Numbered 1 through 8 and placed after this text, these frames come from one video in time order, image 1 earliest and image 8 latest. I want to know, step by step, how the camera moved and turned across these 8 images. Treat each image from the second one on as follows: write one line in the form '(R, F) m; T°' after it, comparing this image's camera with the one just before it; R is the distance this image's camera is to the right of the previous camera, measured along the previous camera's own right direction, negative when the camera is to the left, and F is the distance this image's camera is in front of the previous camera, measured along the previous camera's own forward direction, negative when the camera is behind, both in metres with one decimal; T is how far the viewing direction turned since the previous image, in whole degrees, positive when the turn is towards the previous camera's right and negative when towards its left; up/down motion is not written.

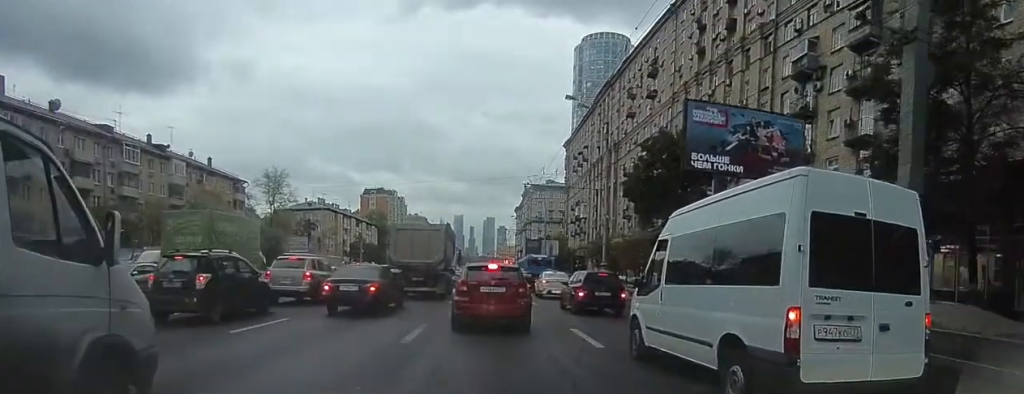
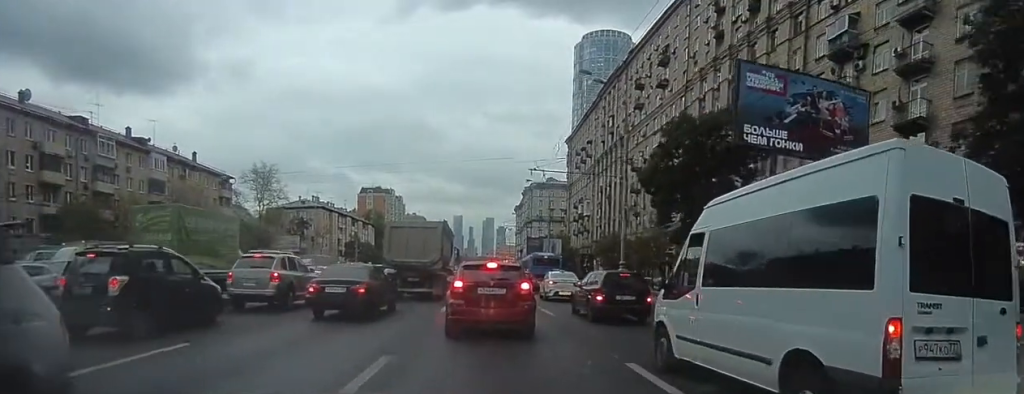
(0.0, +5.2) m; +1°
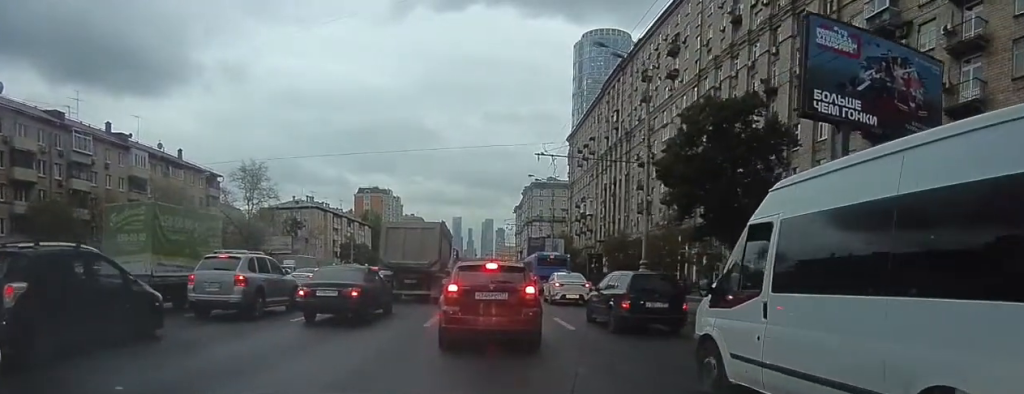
(+0.1, +7.4) m; +1°
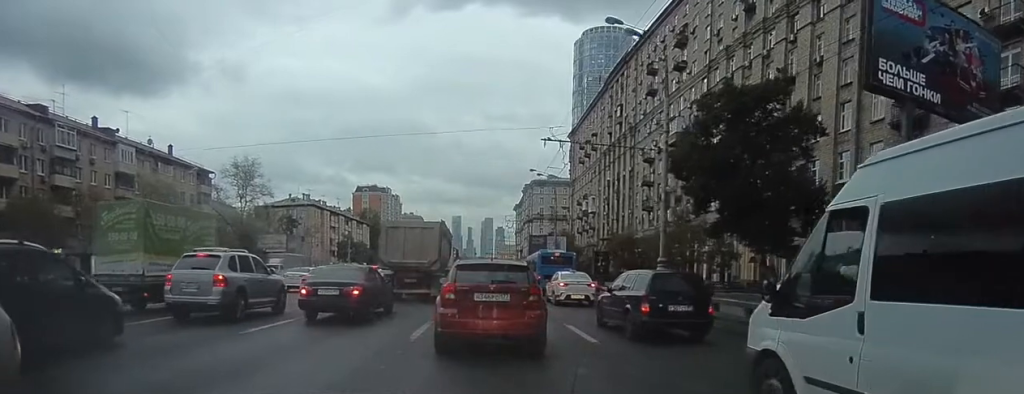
(0.0, +8.0) m; 0°
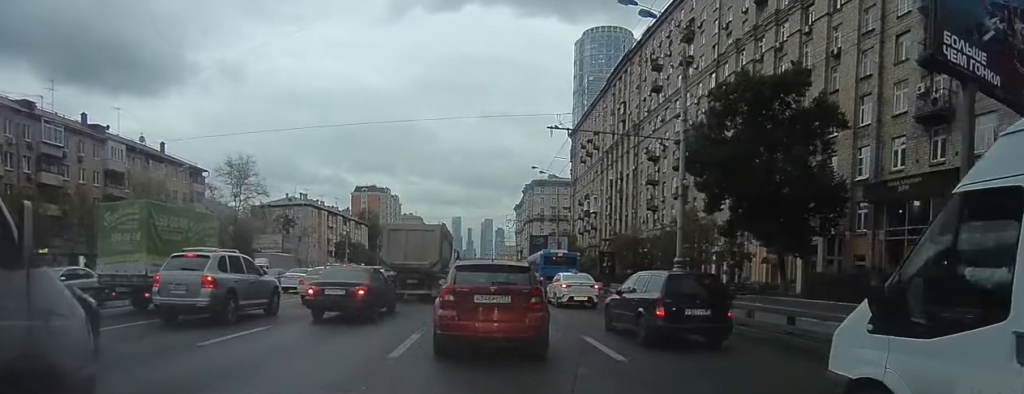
(0.0, +9.7) m; 0°
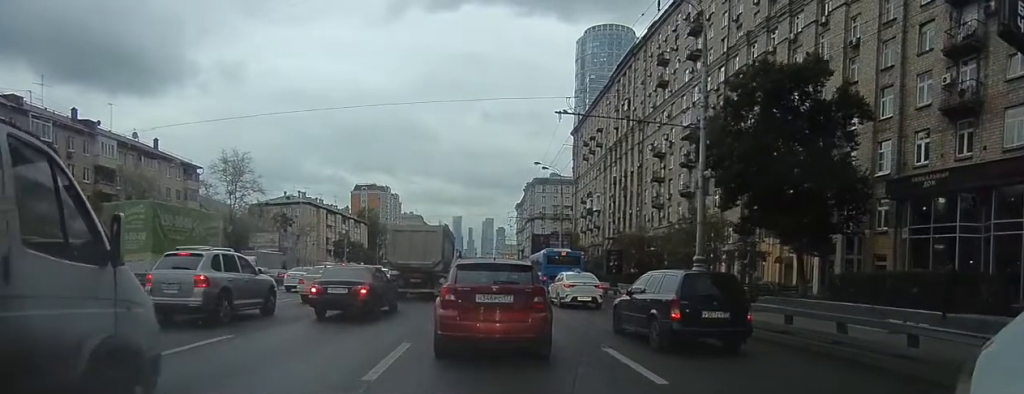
(0.0, +12.1) m; 0°
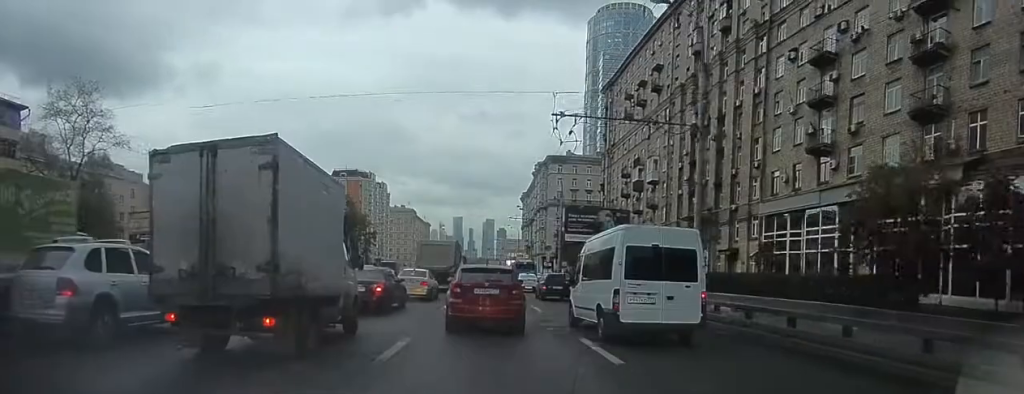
(0.0, +5.0) m; +1°
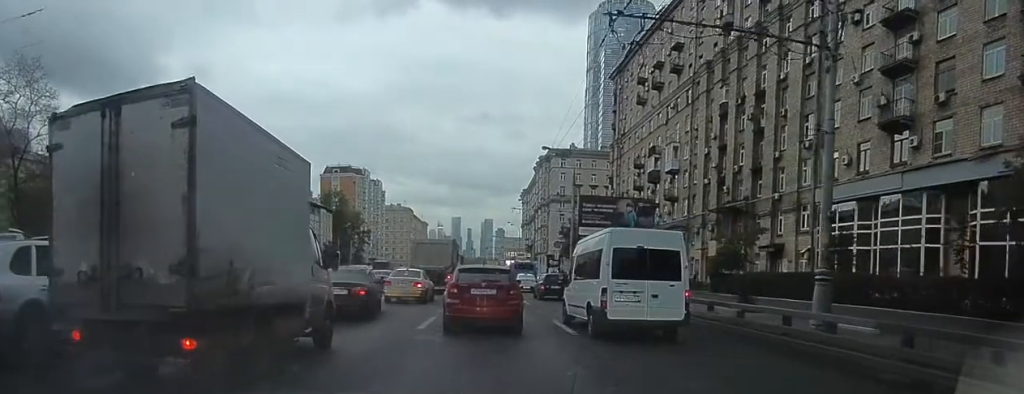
(+0.3, +18.0) m; -4°
